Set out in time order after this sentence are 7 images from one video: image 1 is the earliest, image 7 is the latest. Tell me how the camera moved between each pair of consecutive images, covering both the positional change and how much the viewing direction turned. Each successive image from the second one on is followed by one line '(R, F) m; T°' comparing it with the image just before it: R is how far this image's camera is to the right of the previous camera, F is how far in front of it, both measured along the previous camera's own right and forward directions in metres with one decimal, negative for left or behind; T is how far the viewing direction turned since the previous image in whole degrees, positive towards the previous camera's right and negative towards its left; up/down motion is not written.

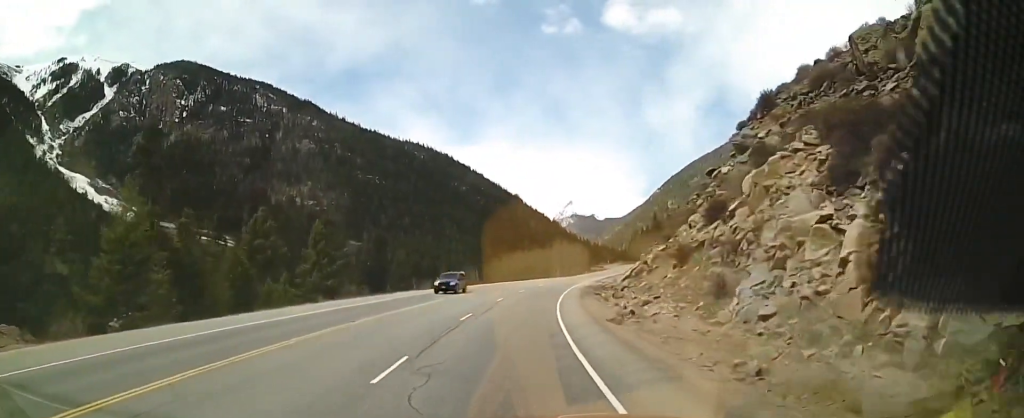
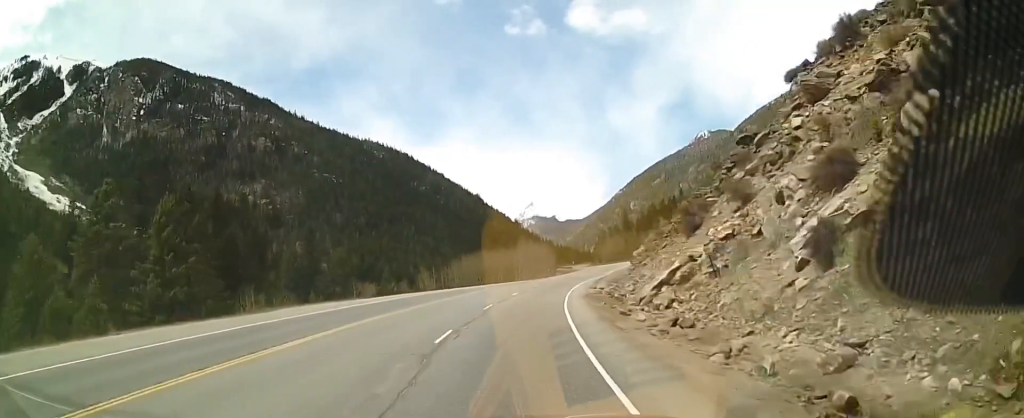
(+0.6, +19.3) m; +4°
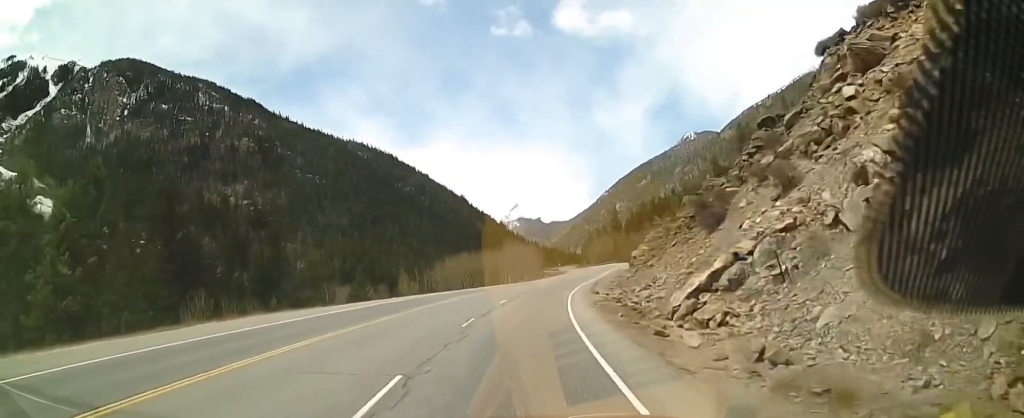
(+0.3, +7.2) m; +4°
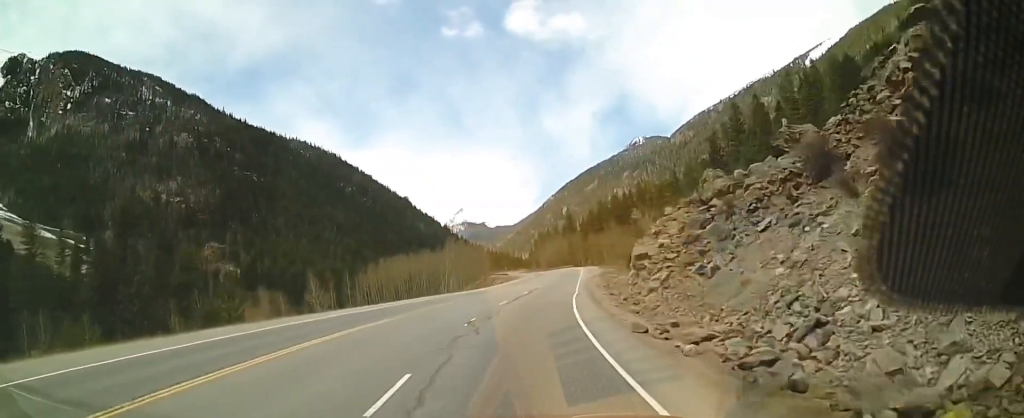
(+2.4, +23.6) m; +9°
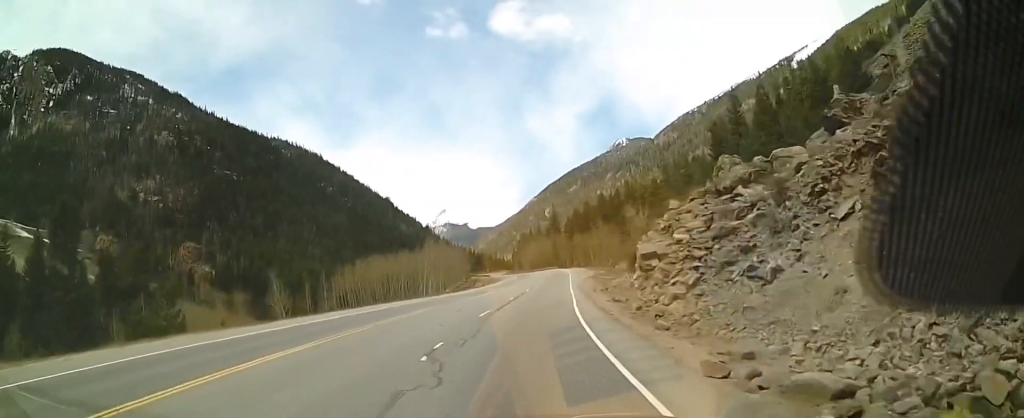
(+0.1, +7.4) m; +1°
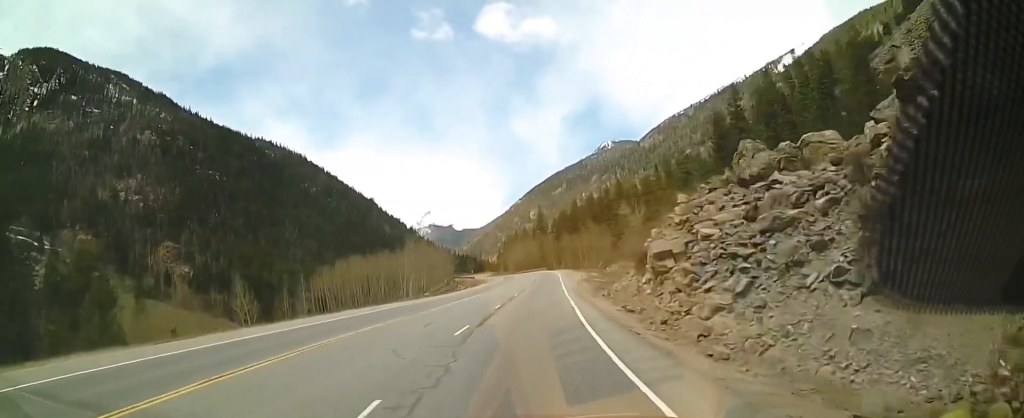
(0.0, +6.5) m; 0°
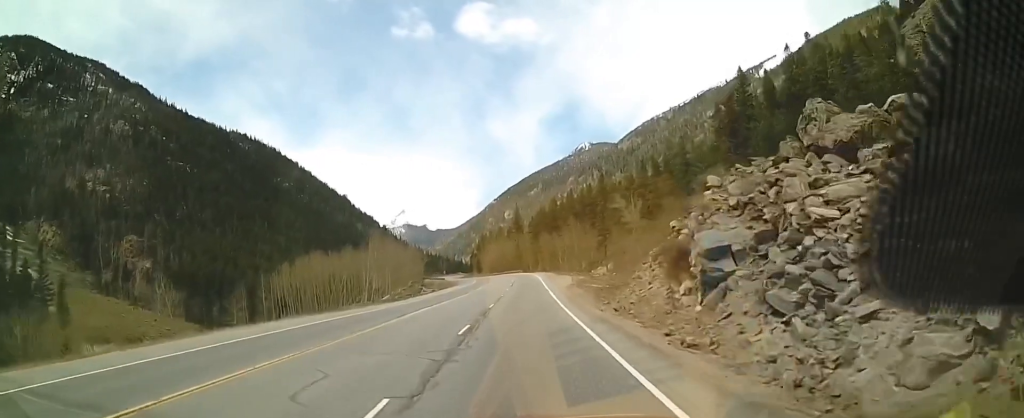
(0.0, +11.3) m; +1°
